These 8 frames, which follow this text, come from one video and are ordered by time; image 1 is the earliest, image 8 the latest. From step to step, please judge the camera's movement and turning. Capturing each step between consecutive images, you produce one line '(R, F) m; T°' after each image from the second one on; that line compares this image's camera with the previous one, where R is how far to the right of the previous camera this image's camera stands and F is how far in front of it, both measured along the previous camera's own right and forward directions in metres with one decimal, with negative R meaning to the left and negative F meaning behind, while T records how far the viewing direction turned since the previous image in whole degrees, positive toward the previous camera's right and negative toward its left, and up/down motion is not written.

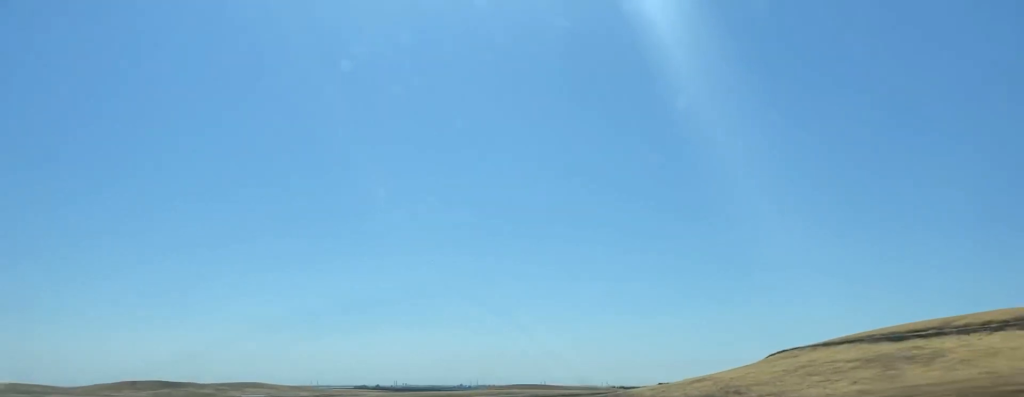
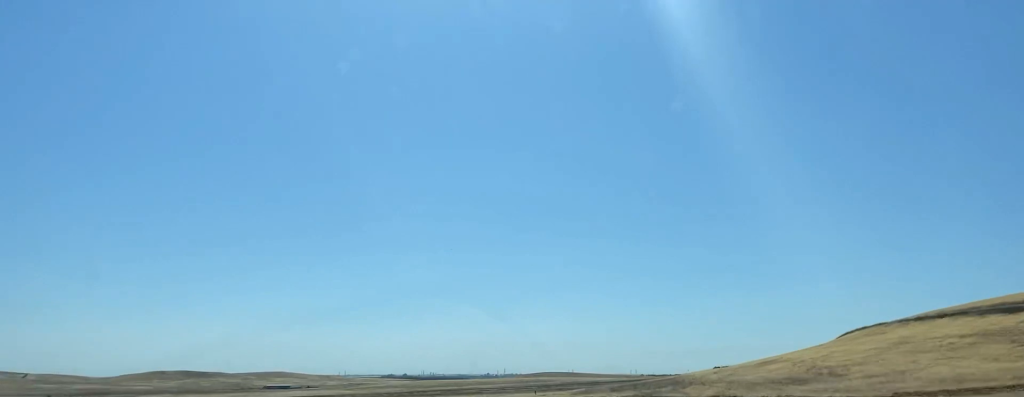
(-0.4, +21.8) m; -4°
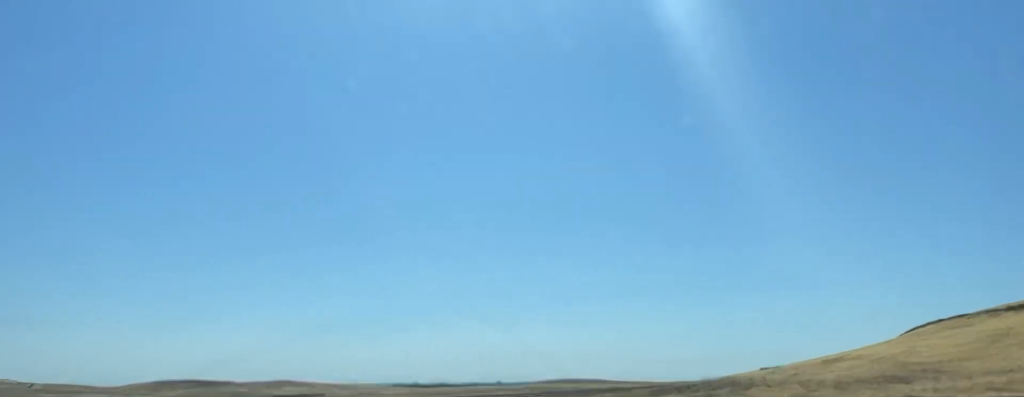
(-0.1, +18.6) m; -6°
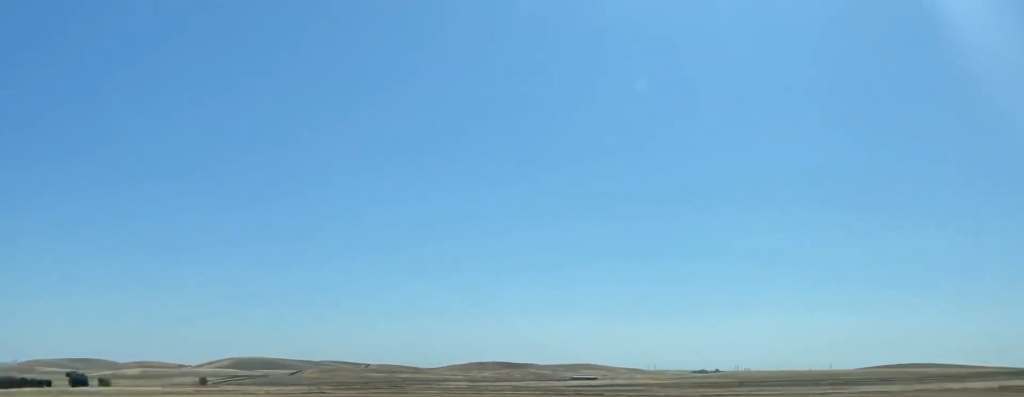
(-24.7, +62.5) m; -47°
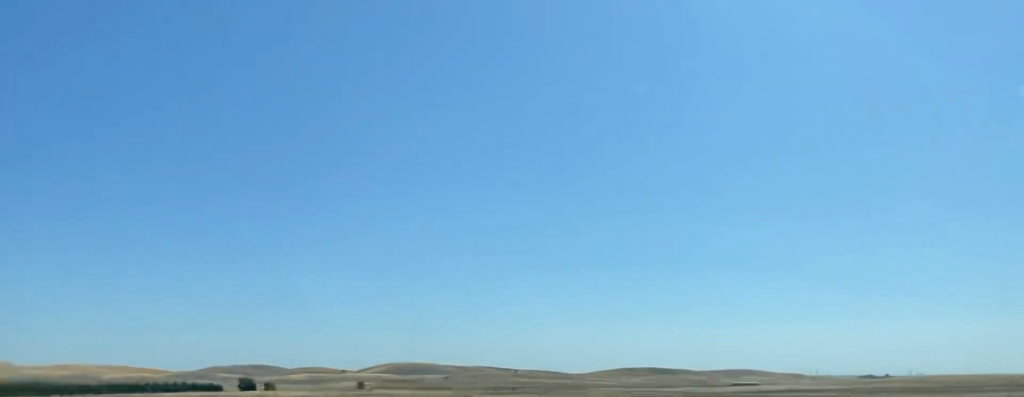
(-0.8, +18.9) m; -18°
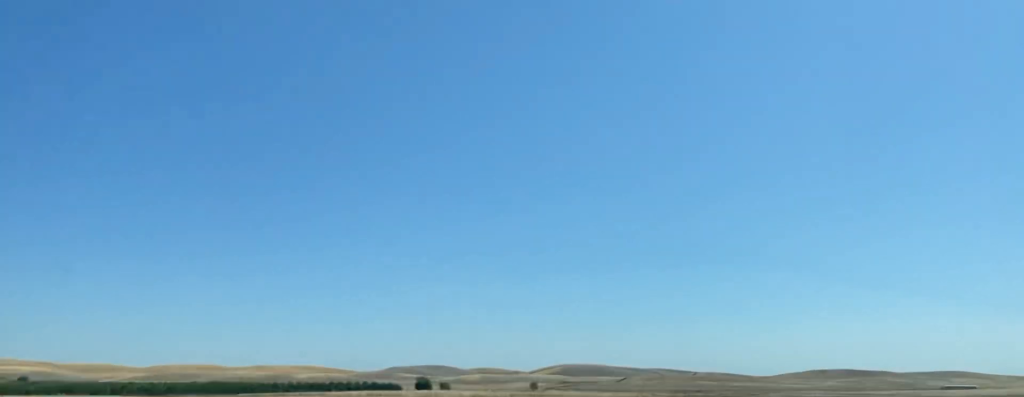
(-4.8, +18.1) m; -16°
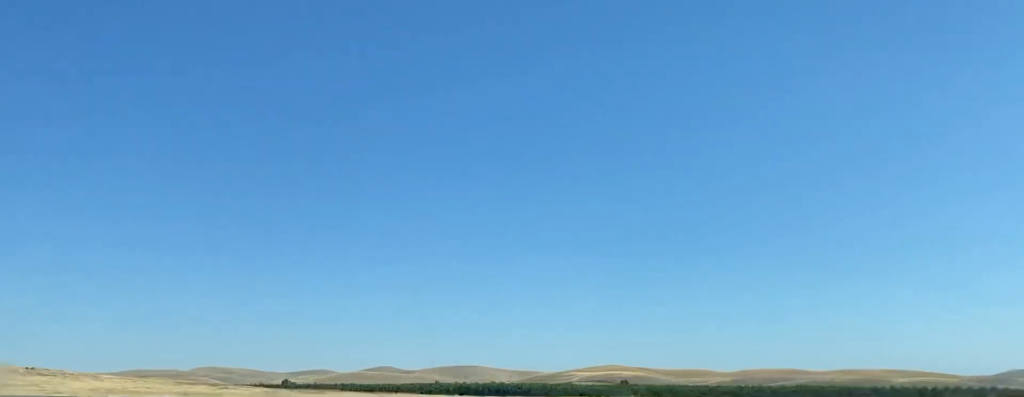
(-13.1, +62.1) m; -13°
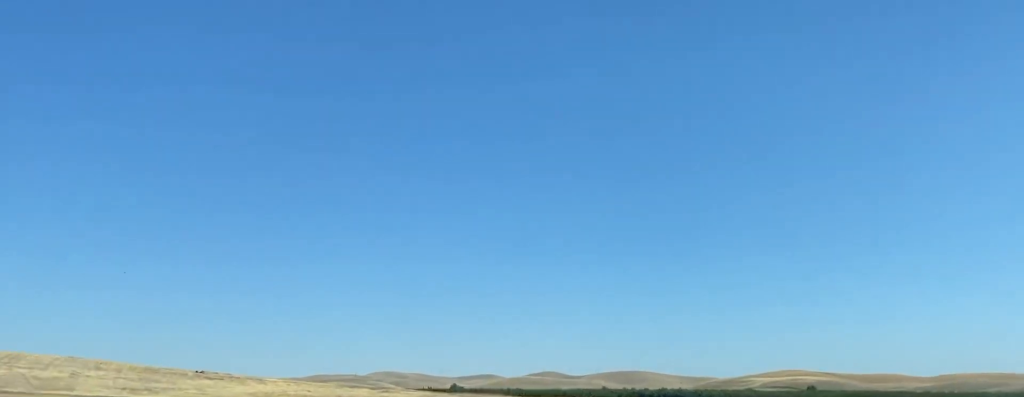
(-0.2, +25.8) m; -10°
